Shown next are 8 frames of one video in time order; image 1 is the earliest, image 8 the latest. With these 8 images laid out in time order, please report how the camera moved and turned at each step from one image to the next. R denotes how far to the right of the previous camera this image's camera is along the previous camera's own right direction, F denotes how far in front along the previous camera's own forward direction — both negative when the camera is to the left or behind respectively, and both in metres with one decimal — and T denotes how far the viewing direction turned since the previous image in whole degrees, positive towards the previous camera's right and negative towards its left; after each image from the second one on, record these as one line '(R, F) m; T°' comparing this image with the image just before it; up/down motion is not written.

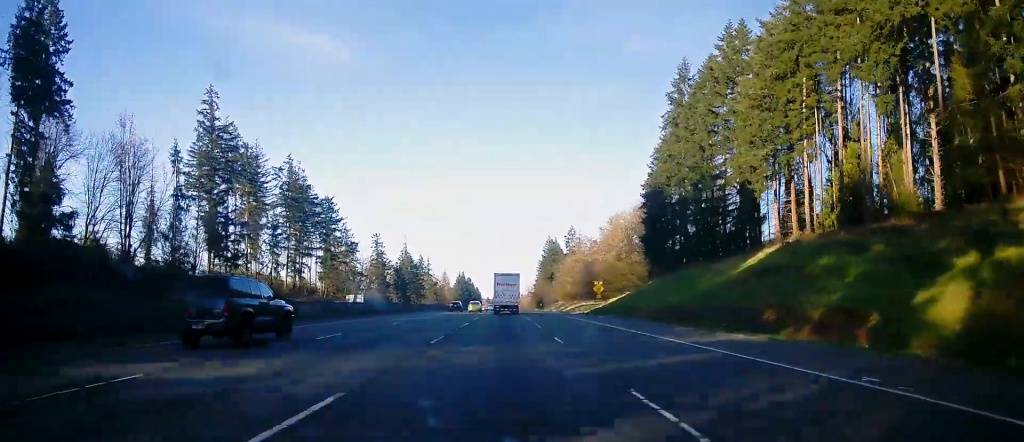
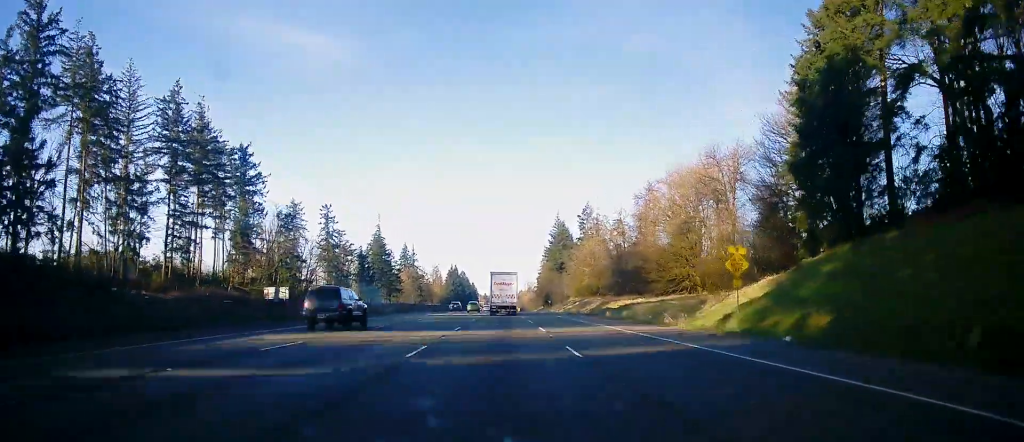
(+0.5, +52.5) m; 0°
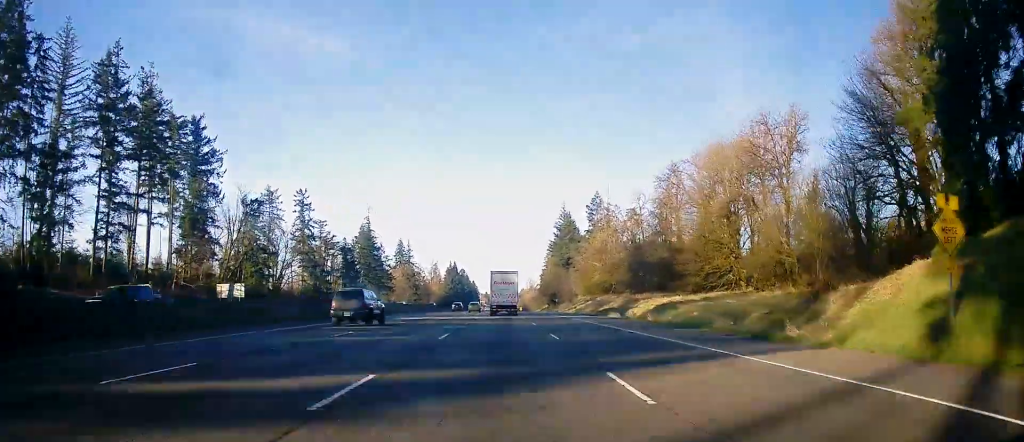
(-0.1, +18.4) m; 0°
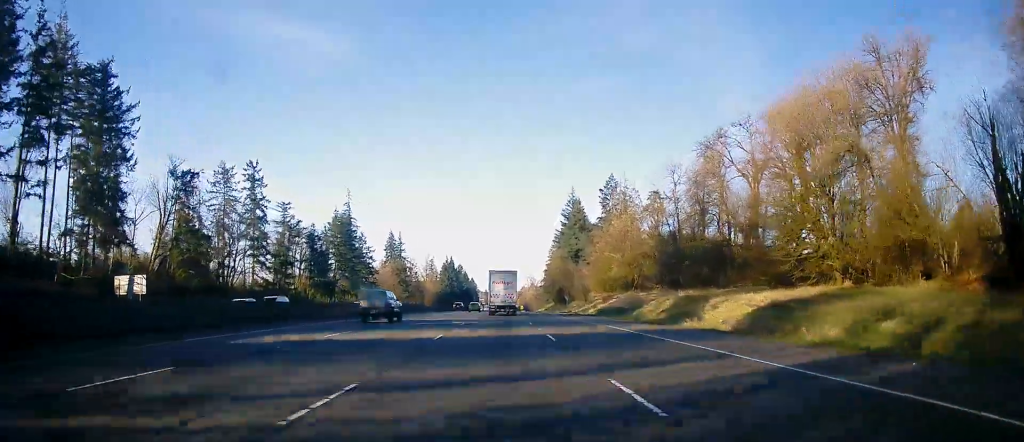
(-0.2, +25.1) m; 0°
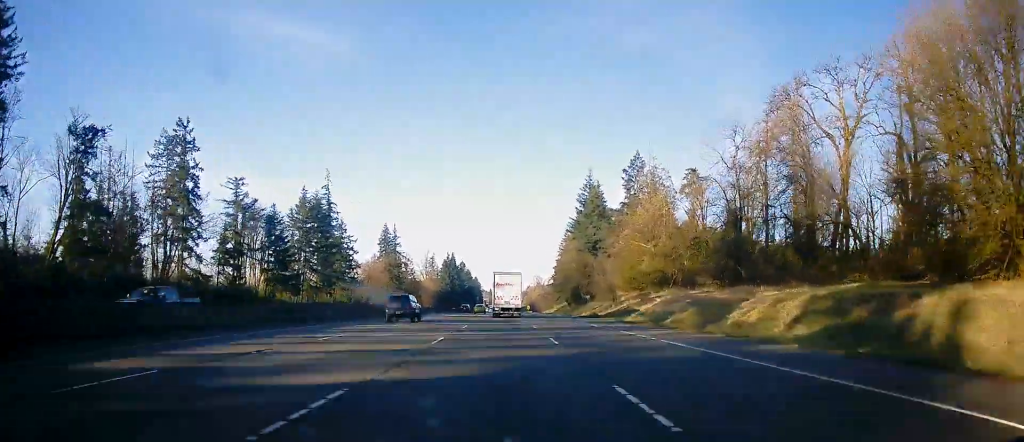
(0.0, +25.0) m; 0°
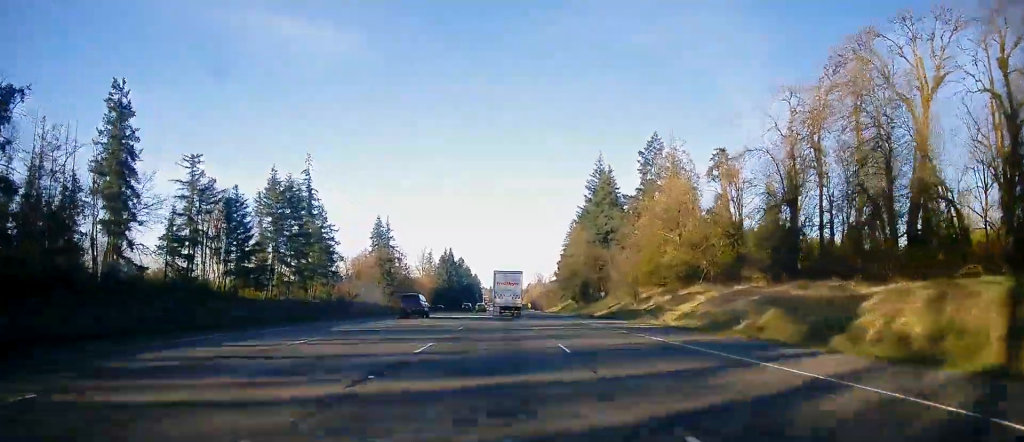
(0.0, +15.4) m; 0°
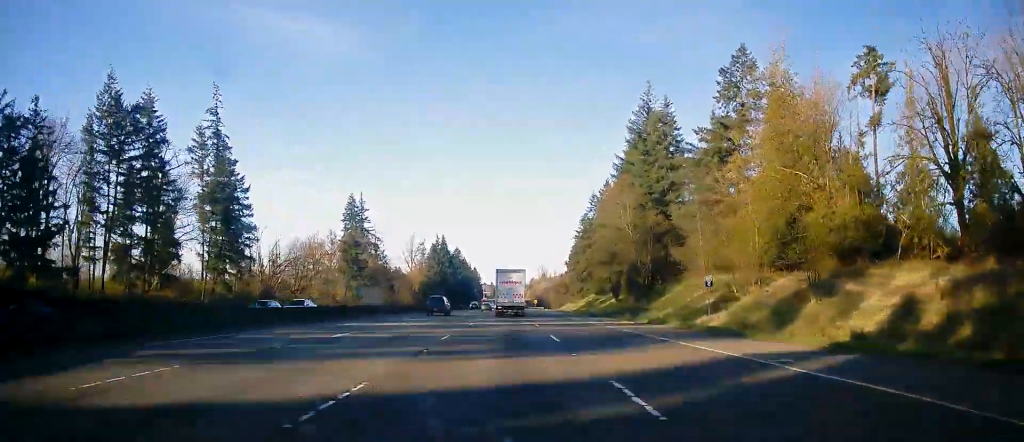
(+0.1, +45.2) m; +1°
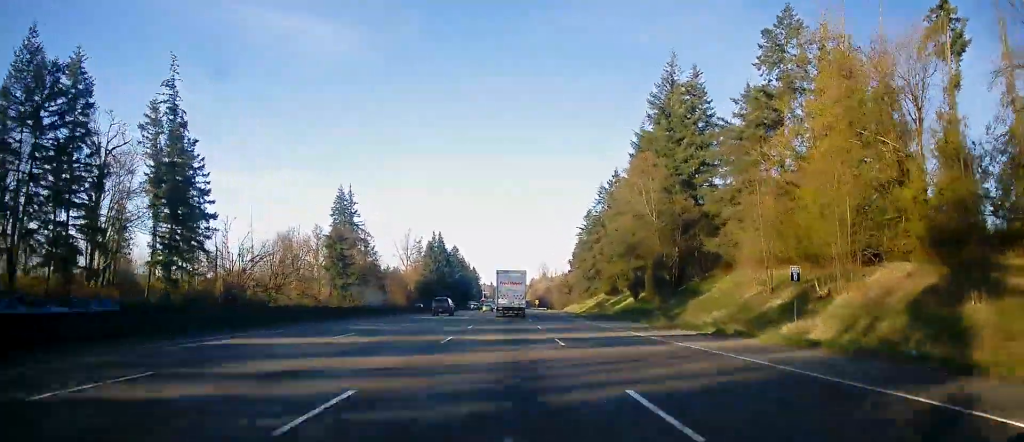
(+0.1, +13.4) m; 0°
